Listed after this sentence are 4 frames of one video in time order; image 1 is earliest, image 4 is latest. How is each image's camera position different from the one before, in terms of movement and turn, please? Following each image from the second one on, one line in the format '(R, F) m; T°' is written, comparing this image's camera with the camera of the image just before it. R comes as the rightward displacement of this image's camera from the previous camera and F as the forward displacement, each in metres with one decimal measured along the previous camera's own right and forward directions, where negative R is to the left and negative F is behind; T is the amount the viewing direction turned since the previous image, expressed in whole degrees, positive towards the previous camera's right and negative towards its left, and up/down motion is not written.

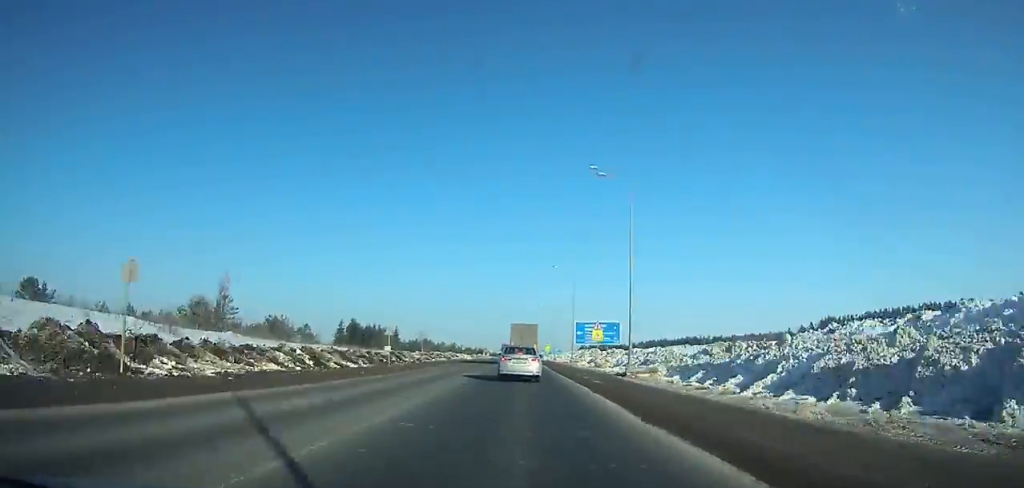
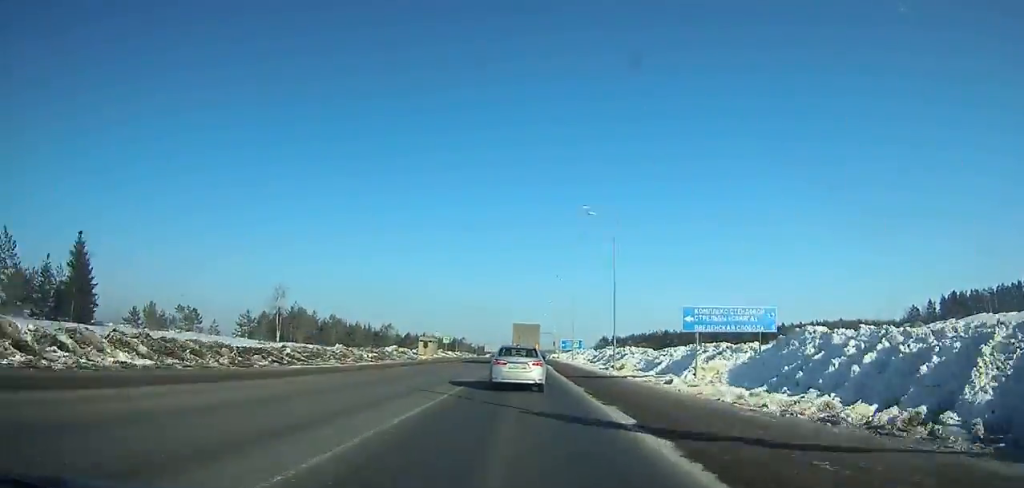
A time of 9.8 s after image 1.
(0.0, +147.7) m; 0°
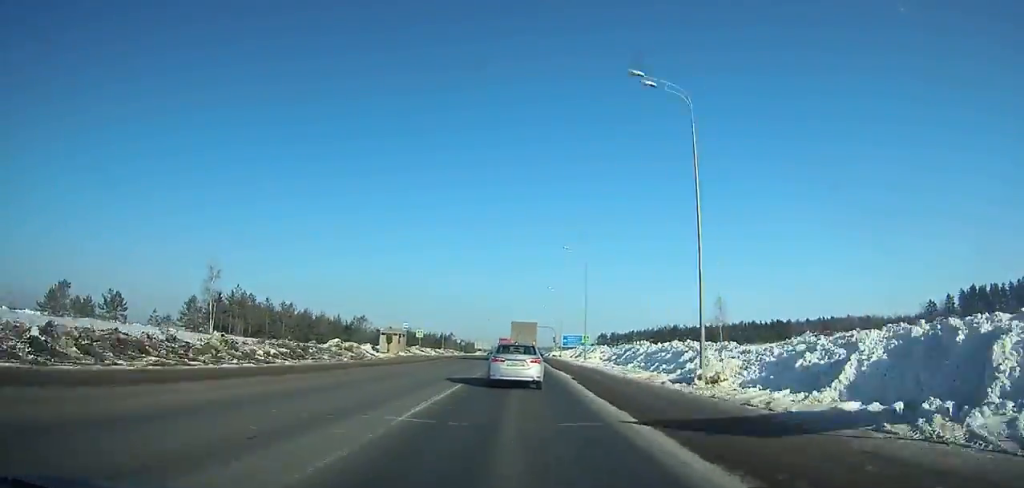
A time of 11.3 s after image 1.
(0.0, +21.7) m; 0°
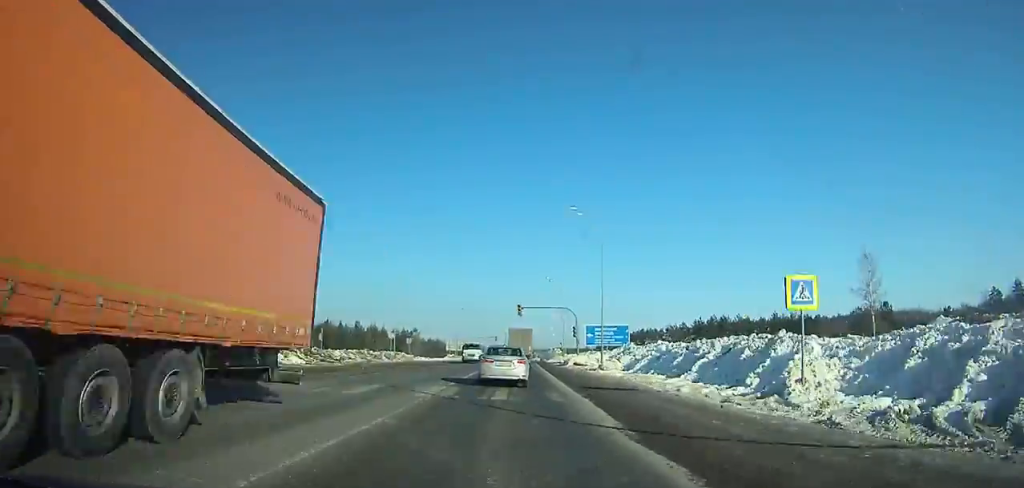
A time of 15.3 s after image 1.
(+0.1, +58.9) m; 0°
